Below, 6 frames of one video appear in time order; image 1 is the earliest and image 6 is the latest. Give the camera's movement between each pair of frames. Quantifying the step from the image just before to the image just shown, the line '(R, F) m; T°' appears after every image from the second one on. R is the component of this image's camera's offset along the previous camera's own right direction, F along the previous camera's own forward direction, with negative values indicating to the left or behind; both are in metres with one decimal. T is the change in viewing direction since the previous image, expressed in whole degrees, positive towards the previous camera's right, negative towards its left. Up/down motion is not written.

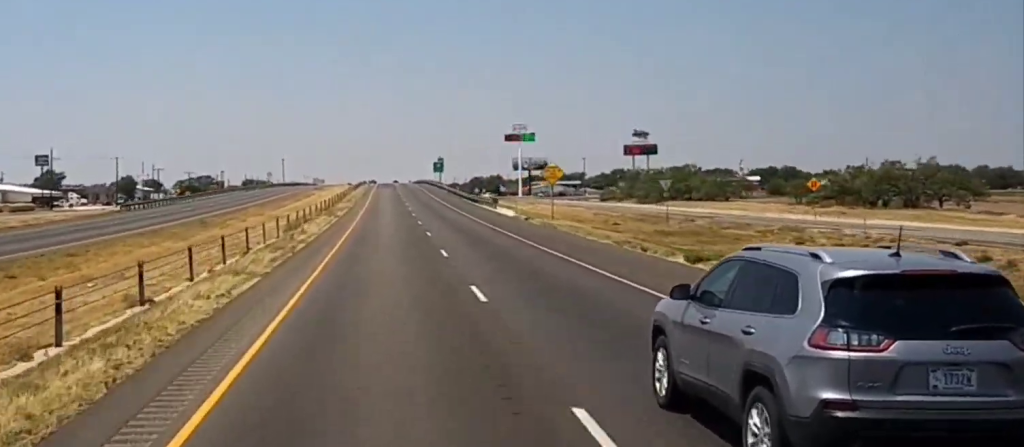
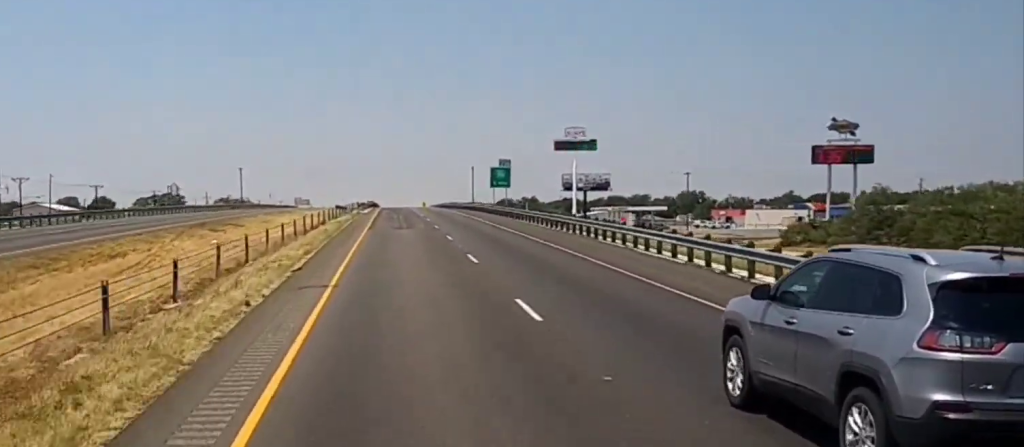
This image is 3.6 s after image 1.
(0.0, +114.1) m; 0°
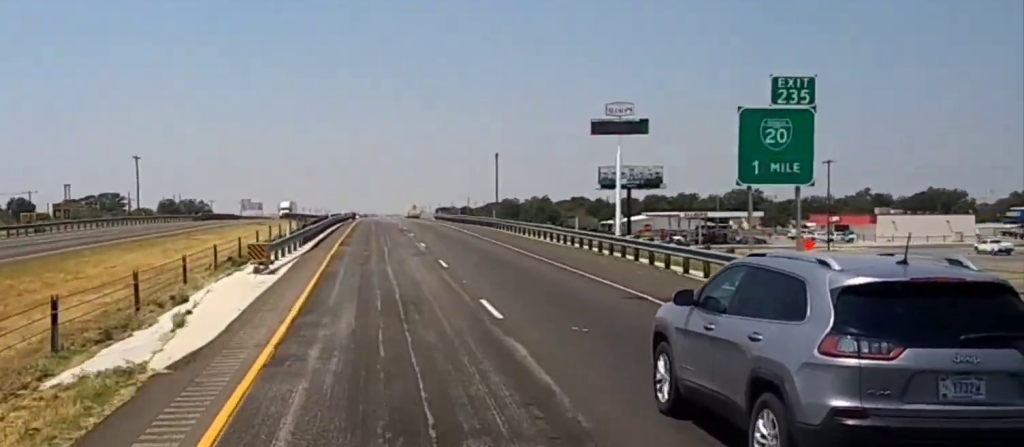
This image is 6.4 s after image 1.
(0.0, +85.7) m; 0°
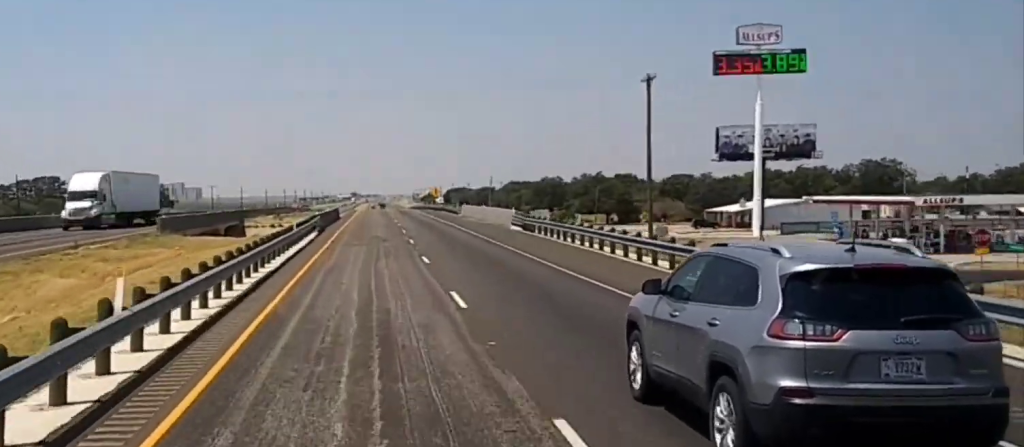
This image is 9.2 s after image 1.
(+0.2, +86.6) m; 0°
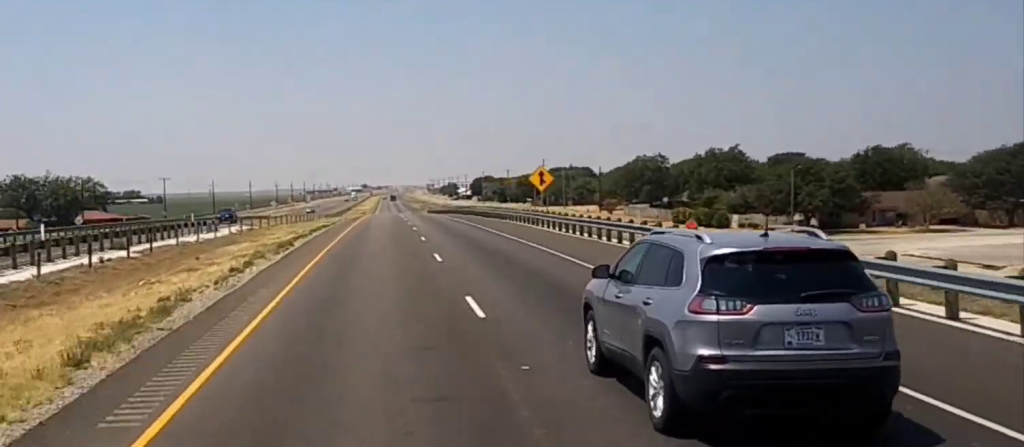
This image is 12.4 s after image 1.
(+0.3, +100.6) m; 0°
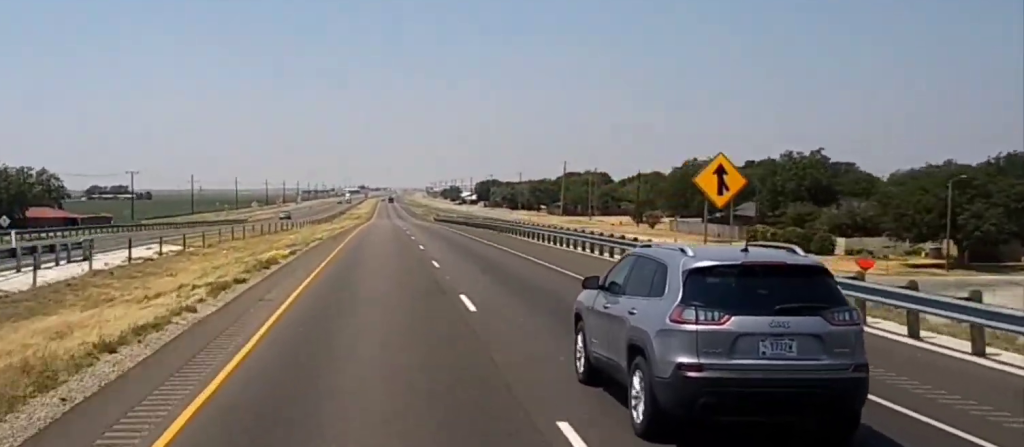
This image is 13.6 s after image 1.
(-0.3, +35.2) m; 0°
